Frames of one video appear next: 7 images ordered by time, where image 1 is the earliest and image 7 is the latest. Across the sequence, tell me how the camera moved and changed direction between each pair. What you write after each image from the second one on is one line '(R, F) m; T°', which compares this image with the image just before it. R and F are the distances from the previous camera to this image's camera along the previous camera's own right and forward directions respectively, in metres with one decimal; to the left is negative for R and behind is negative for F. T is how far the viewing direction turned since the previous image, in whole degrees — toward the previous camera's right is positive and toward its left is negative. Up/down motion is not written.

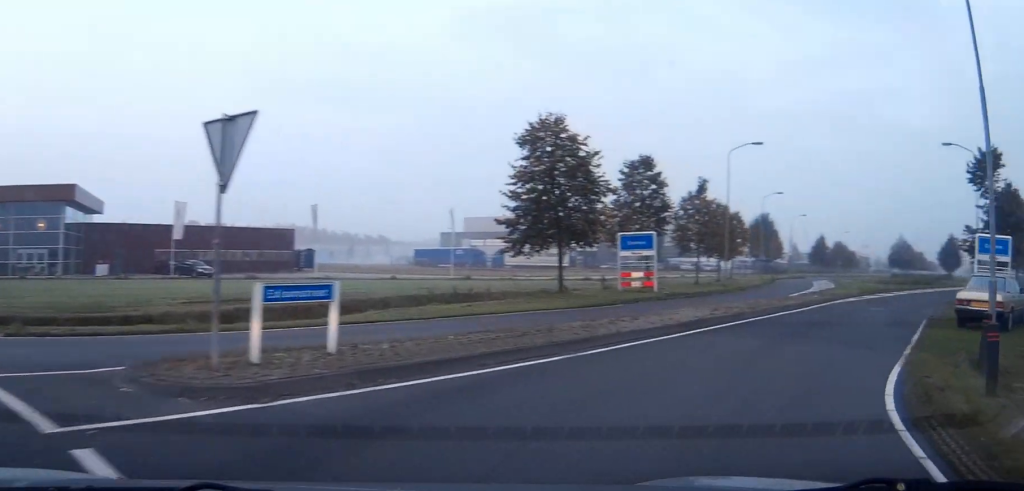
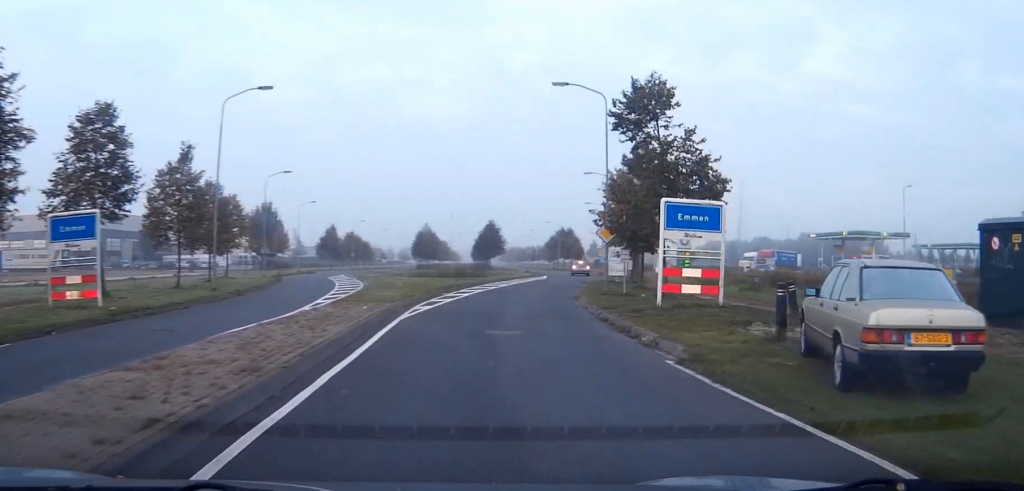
(+2.4, +12.7) m; +20°
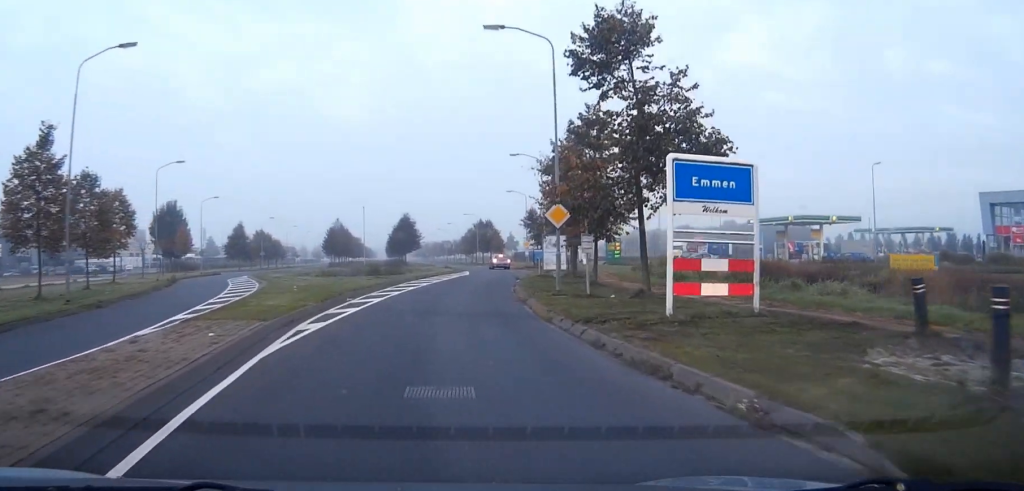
(+0.5, +7.2) m; +4°
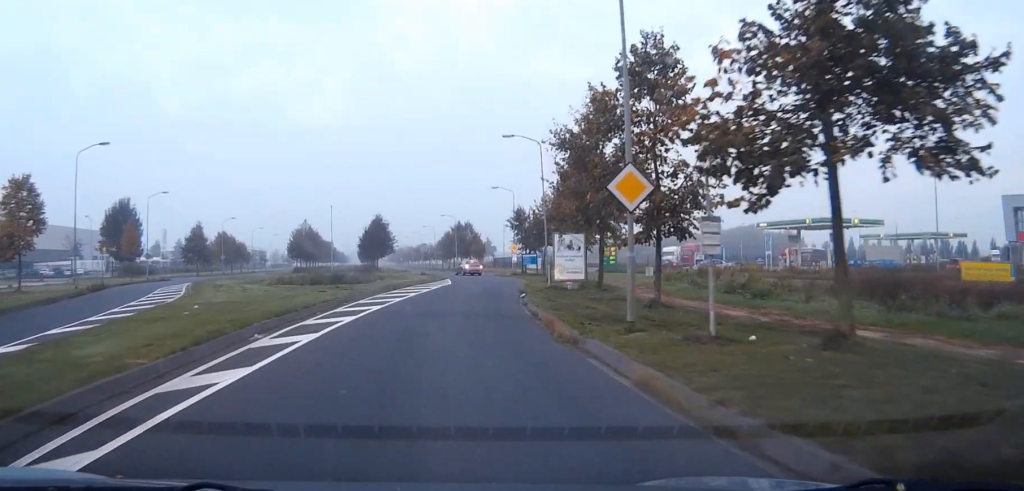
(+0.4, +10.4) m; +4°
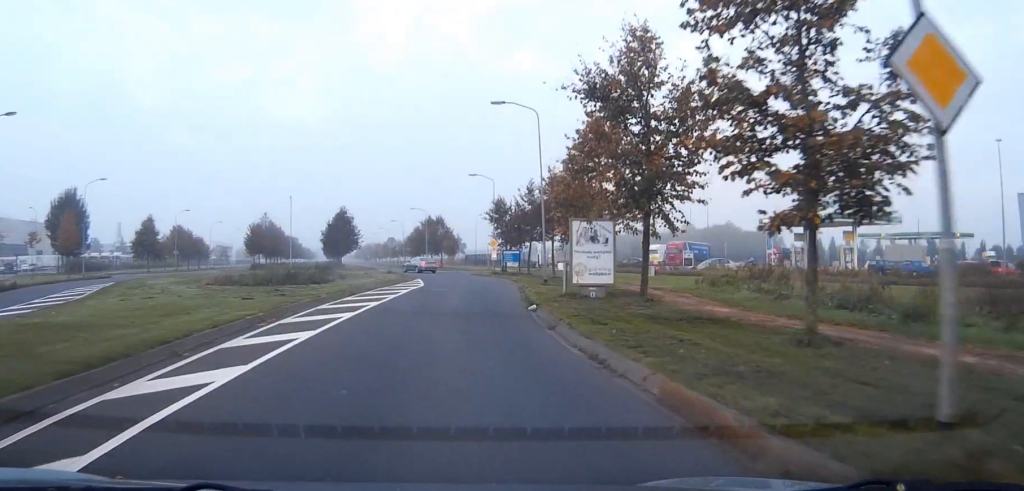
(+0.1, +8.9) m; +2°
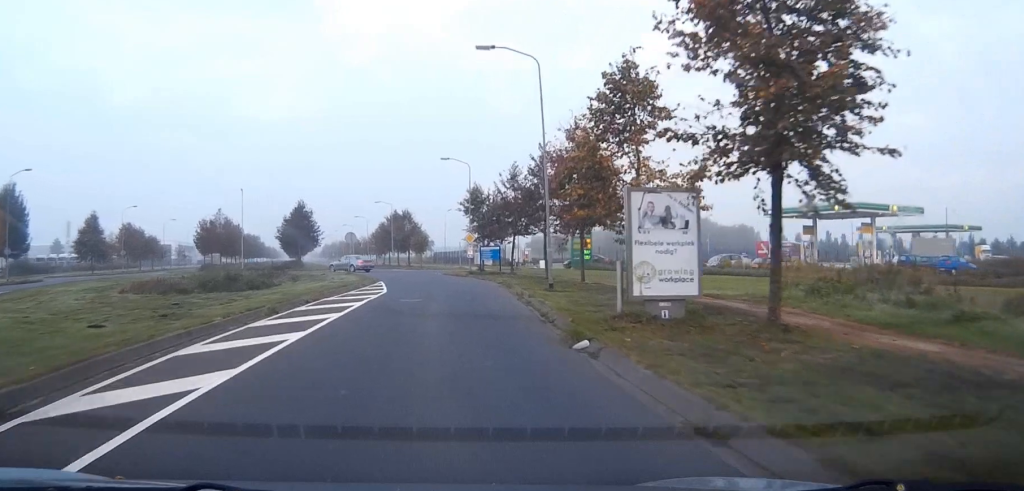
(+0.3, +9.5) m; +2°
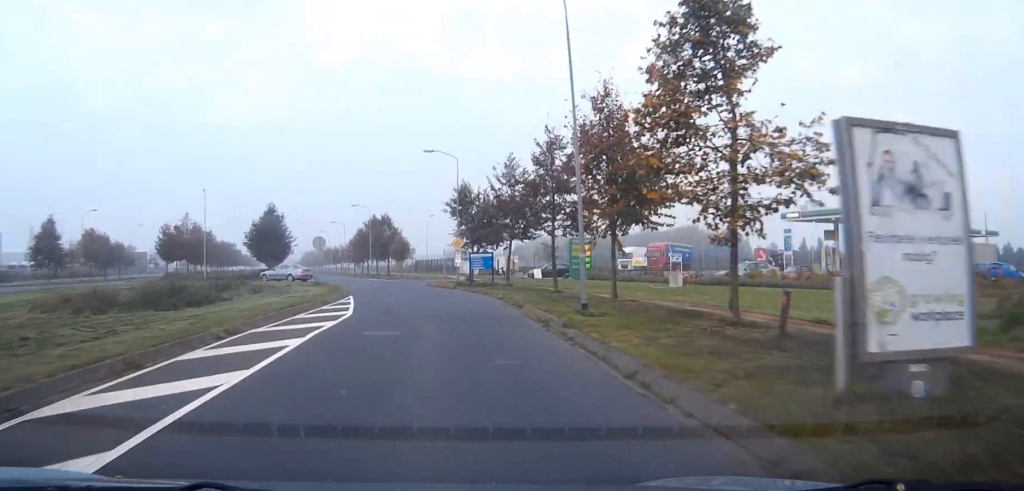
(+0.1, +8.1) m; +1°
